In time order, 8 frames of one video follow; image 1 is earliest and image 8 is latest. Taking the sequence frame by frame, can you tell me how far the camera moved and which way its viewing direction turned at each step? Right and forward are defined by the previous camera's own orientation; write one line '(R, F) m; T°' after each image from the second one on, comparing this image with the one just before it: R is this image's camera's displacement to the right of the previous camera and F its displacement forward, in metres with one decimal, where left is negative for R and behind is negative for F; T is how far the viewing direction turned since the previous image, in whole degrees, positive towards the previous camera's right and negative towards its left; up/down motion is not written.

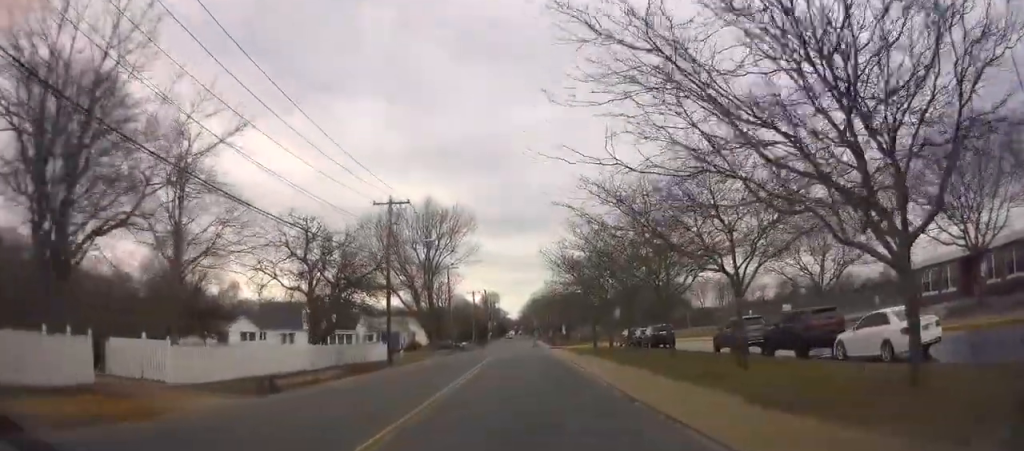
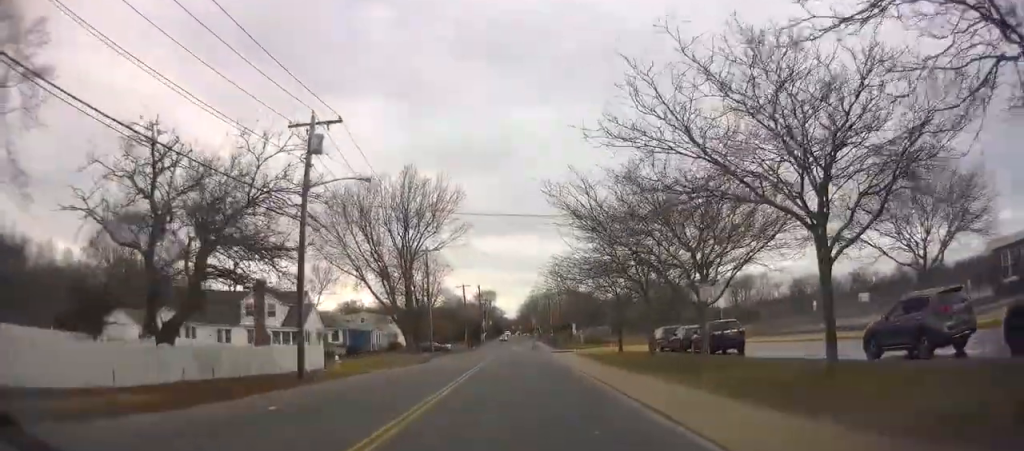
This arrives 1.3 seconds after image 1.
(0.0, +14.9) m; 0°
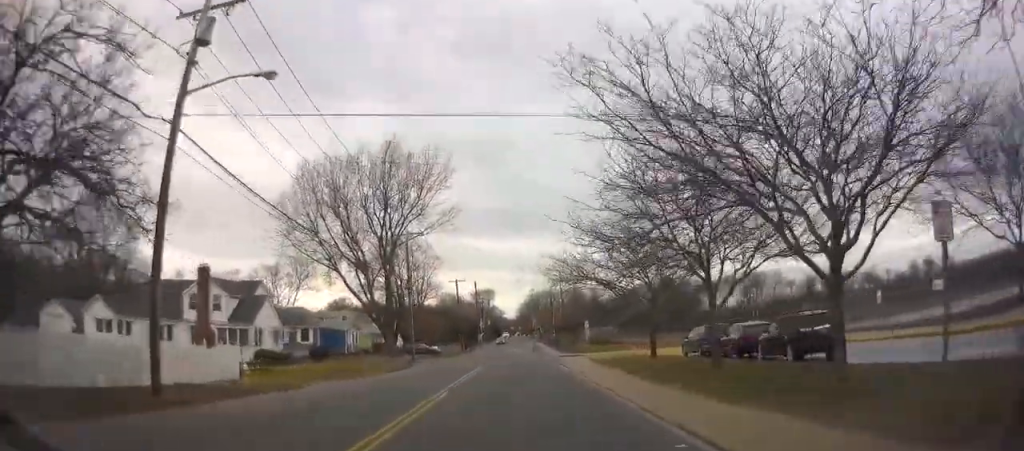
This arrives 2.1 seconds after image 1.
(0.0, +9.8) m; 0°
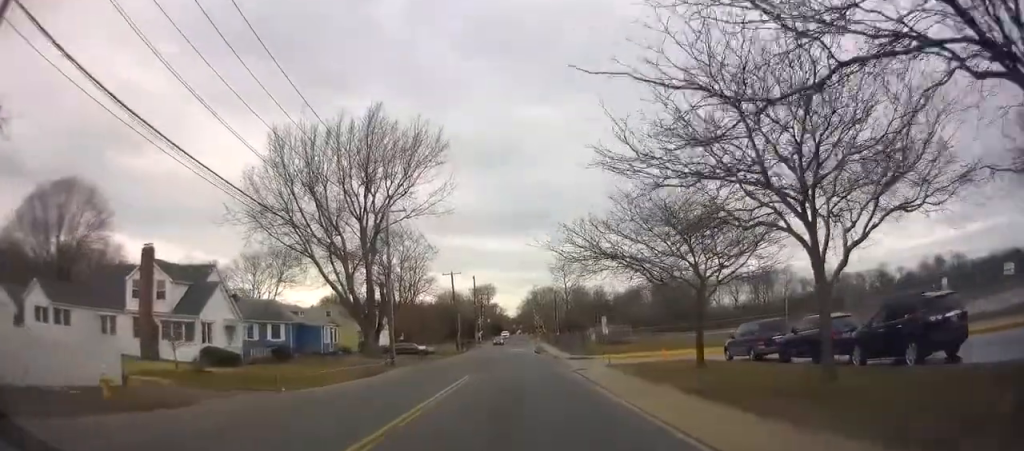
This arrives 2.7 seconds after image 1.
(0.0, +7.5) m; 0°
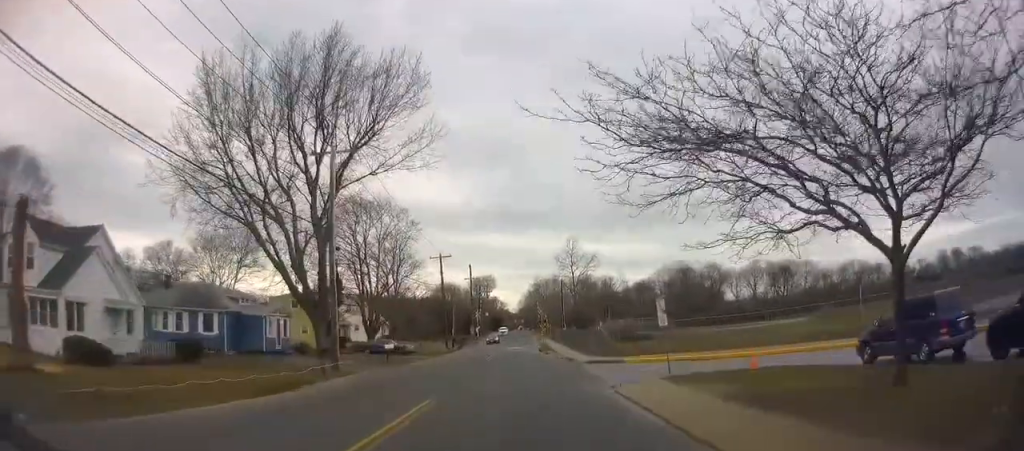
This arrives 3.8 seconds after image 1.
(-0.1, +12.4) m; 0°
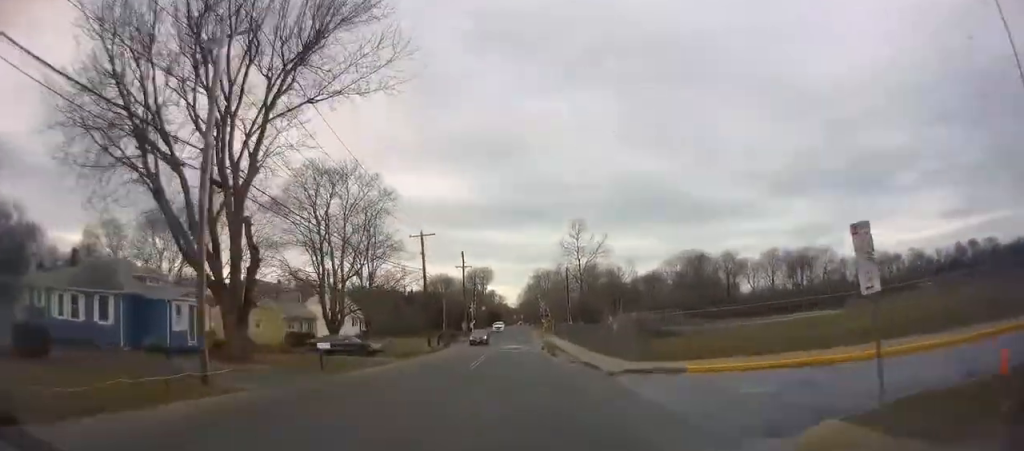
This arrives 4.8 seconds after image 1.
(+0.1, +12.1) m; 0°
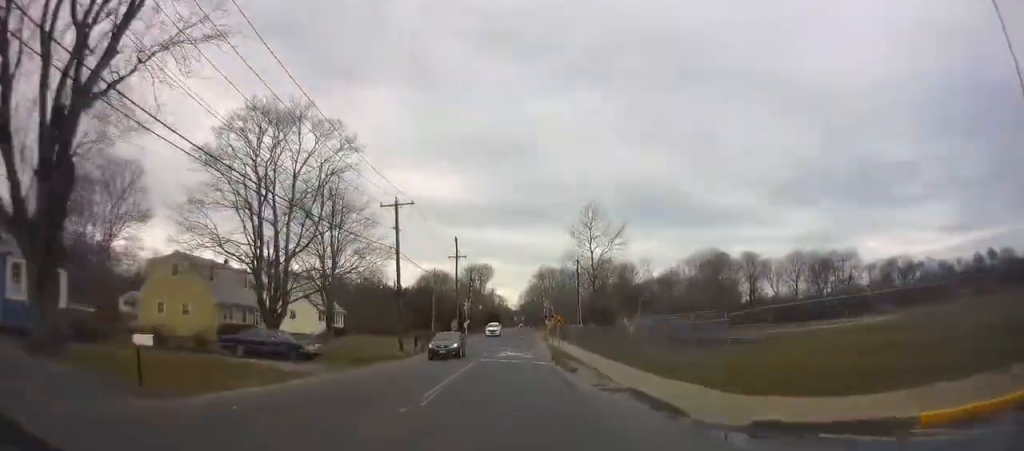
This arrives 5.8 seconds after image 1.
(0.0, +12.7) m; 0°
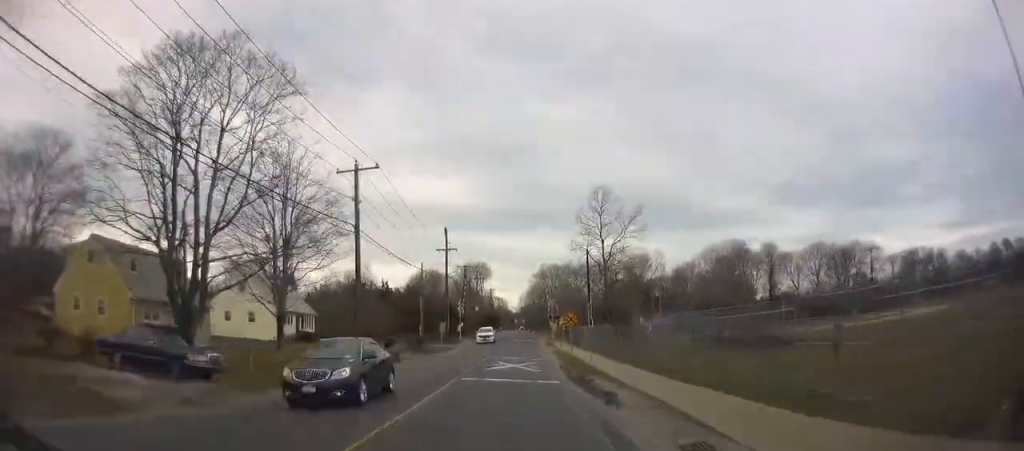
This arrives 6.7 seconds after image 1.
(0.0, +10.2) m; 0°
